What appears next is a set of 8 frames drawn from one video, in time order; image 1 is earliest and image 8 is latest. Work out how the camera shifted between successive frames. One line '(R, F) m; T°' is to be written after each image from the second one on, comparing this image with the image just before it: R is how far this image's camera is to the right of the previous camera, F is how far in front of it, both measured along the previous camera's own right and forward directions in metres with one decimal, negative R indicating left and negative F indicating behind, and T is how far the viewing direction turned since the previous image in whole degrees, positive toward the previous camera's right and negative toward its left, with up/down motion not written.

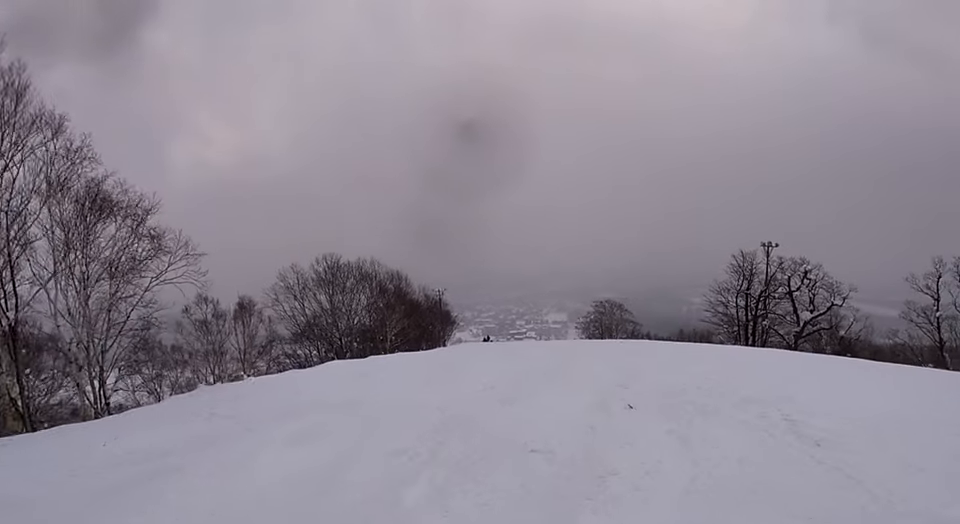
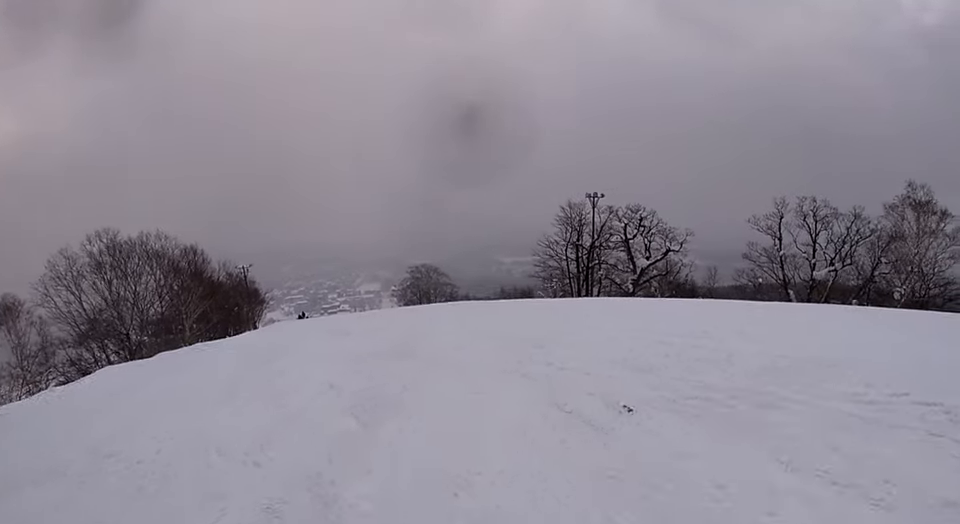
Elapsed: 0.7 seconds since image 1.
(+0.4, +4.5) m; +10°
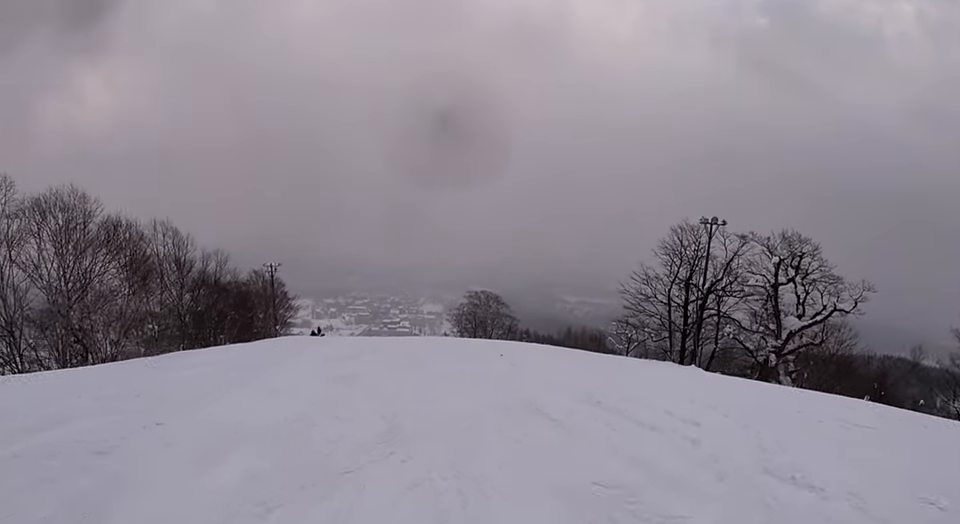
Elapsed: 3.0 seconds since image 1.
(+1.2, +14.3) m; -4°
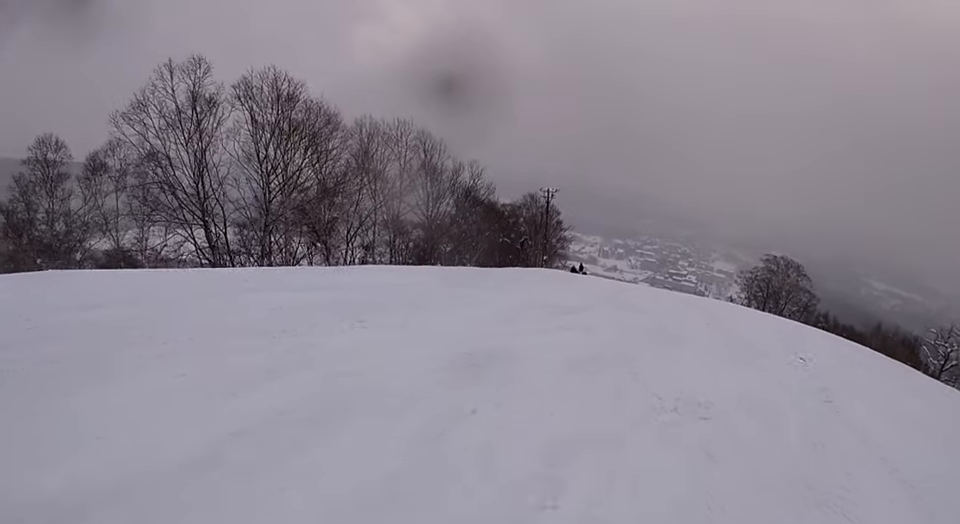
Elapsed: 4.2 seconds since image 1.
(-0.6, +6.5) m; -16°
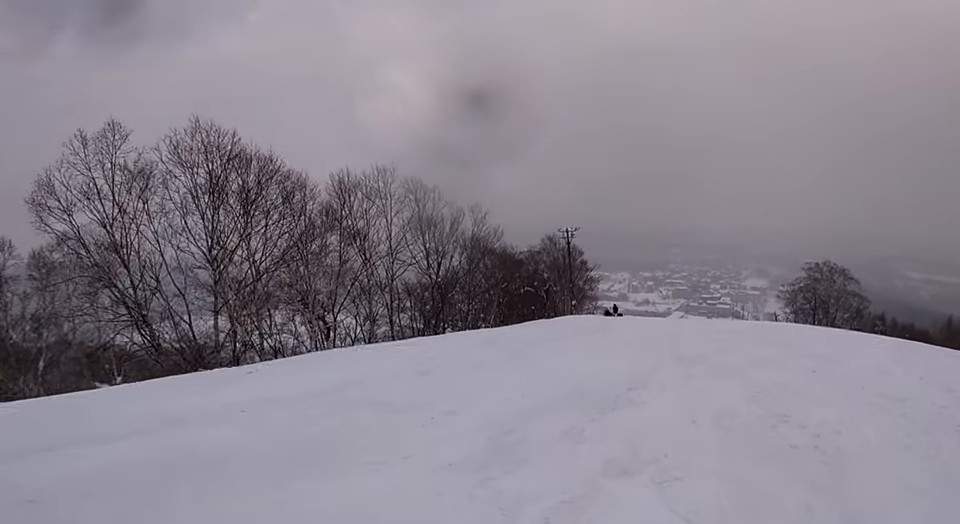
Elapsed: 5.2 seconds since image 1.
(-1.1, +5.5) m; -2°
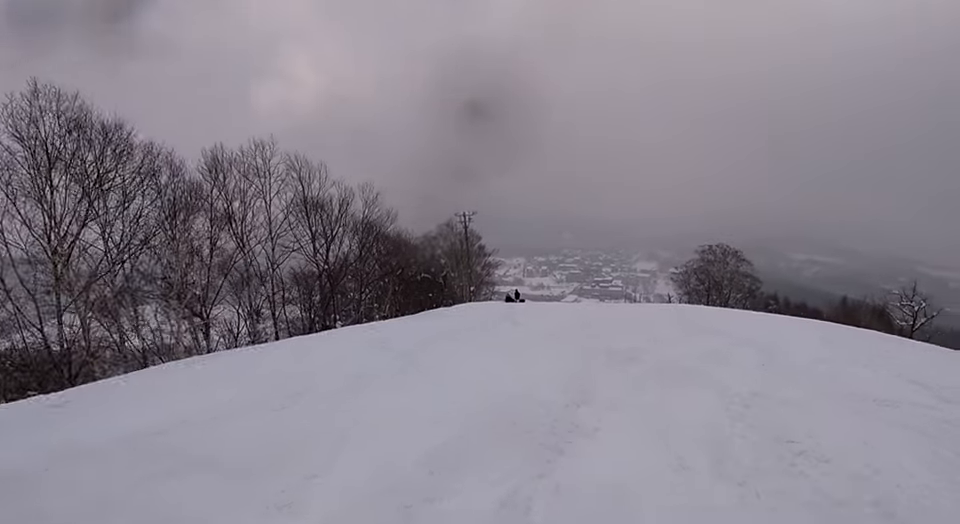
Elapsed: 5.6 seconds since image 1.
(+0.3, +2.5) m; +6°
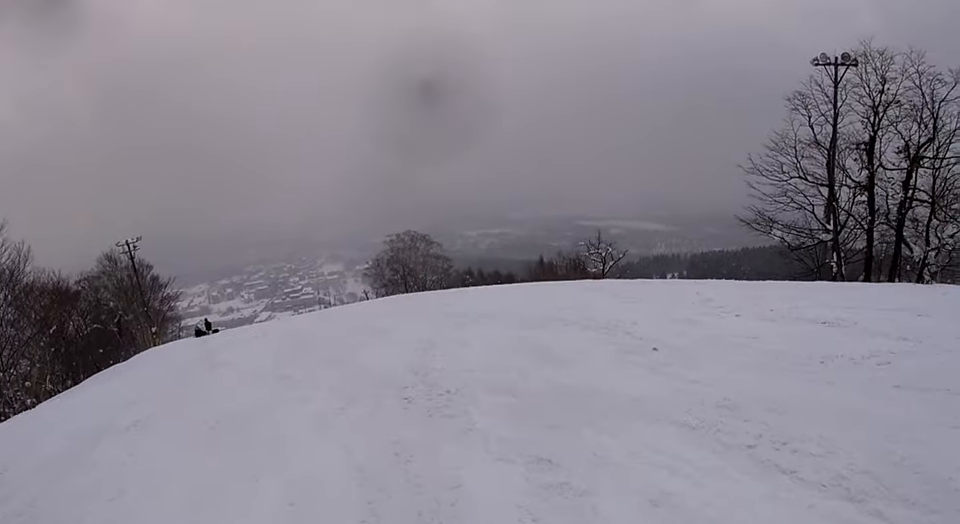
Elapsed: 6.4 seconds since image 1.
(+0.5, +4.9) m; +15°
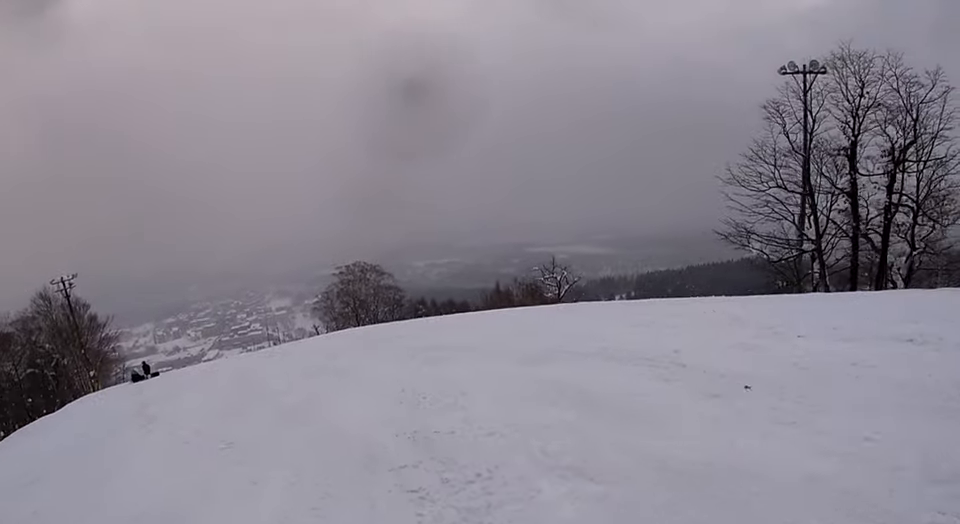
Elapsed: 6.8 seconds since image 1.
(-0.1, +2.3) m; +9°
